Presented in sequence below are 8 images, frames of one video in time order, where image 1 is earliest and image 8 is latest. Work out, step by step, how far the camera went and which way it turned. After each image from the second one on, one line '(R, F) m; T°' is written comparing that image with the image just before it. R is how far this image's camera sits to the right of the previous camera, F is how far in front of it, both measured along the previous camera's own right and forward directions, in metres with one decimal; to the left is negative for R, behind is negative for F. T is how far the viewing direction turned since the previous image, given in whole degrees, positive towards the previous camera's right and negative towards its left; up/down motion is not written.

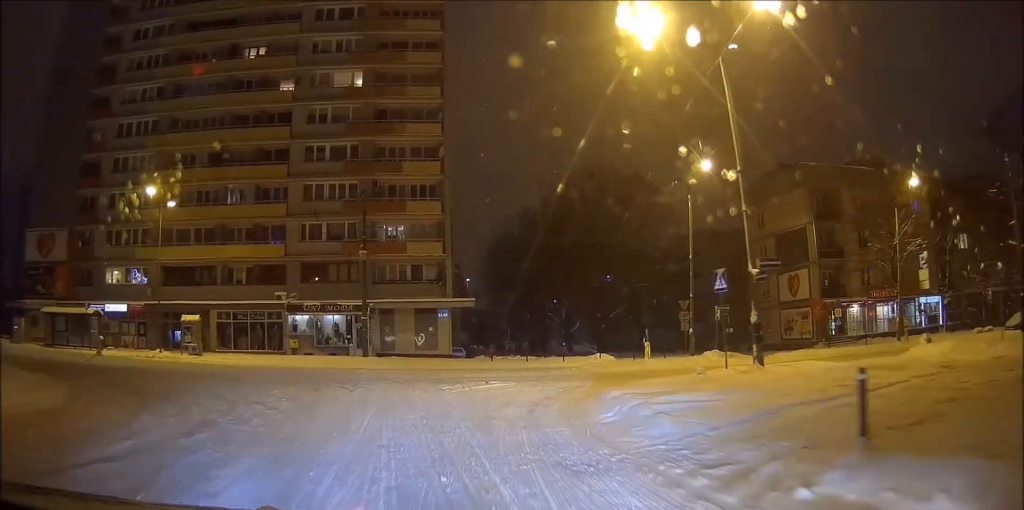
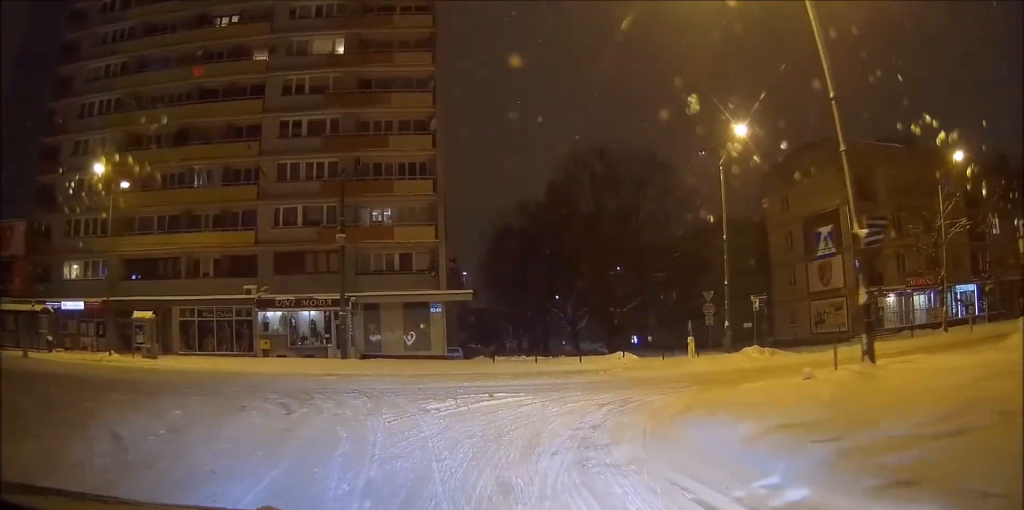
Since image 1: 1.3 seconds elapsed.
(-0.4, +6.0) m; -2°
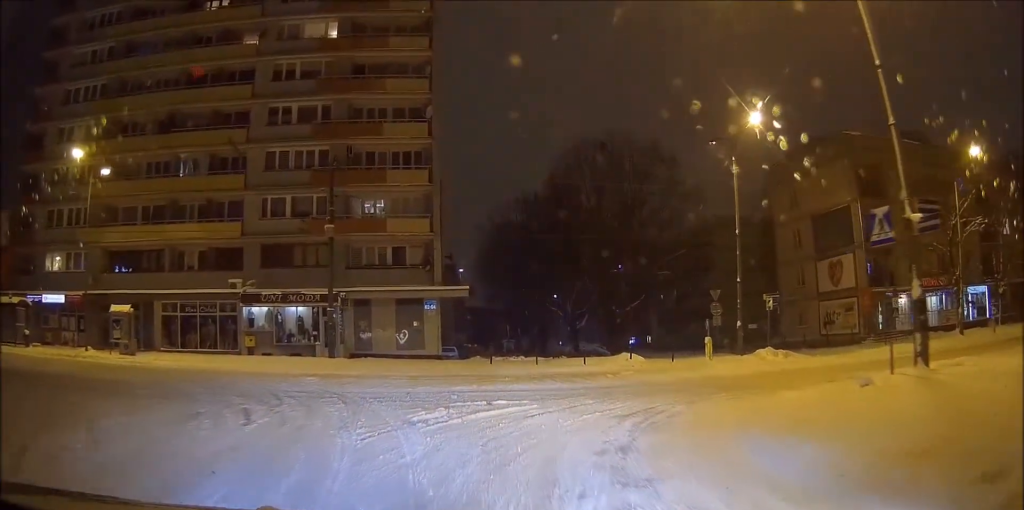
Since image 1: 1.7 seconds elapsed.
(-0.4, +2.1) m; +4°
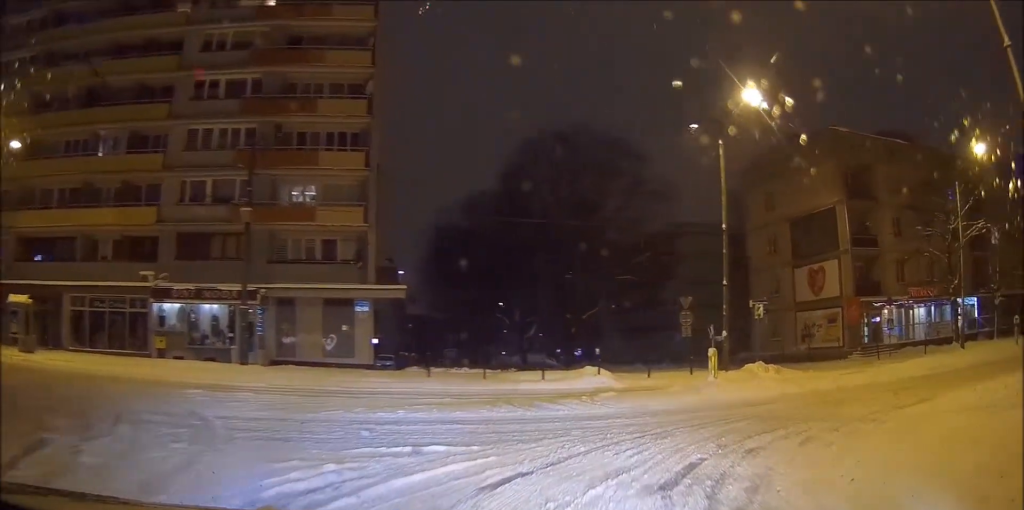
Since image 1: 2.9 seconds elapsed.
(+1.2, +4.3) m; +13°
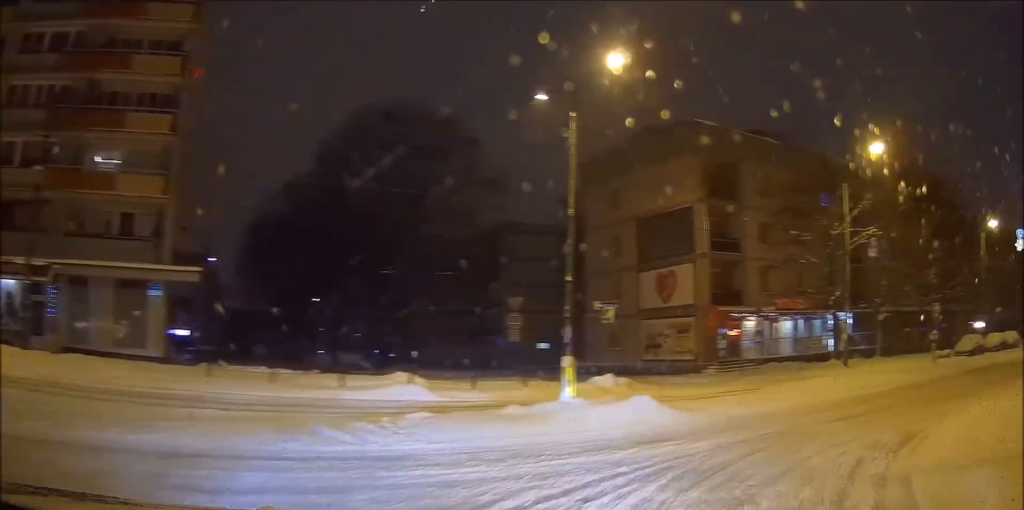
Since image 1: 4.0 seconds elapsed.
(-0.3, +4.5) m; +5°
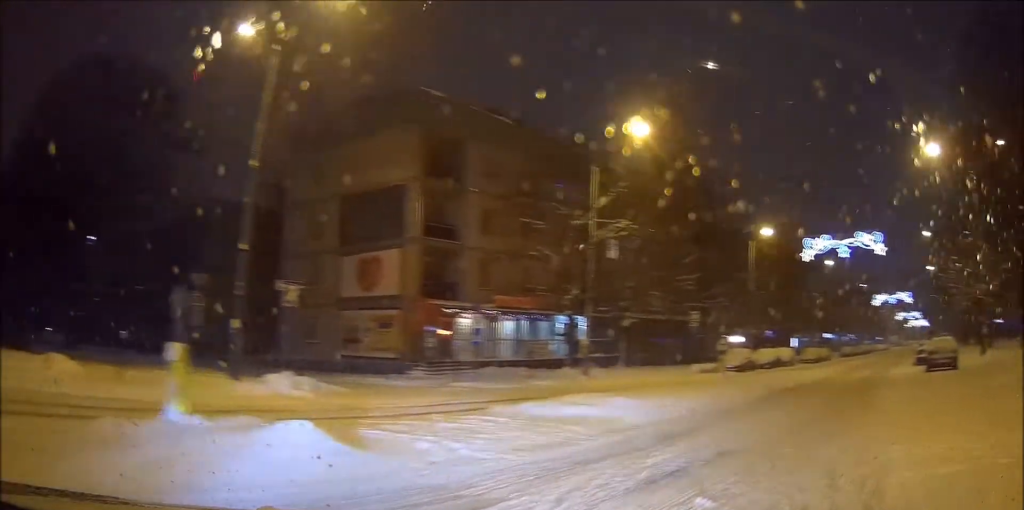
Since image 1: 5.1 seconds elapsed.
(+0.9, +4.7) m; +22°
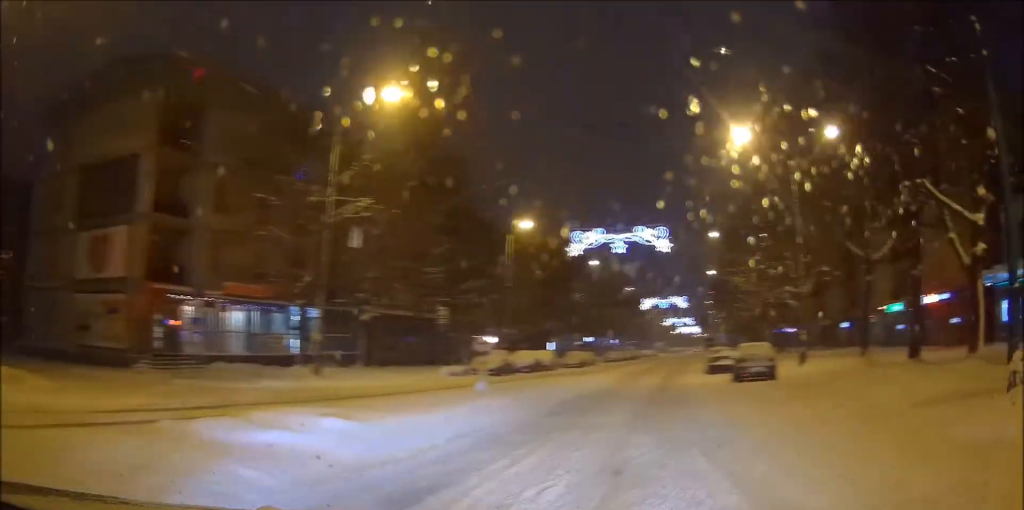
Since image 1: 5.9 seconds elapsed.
(+0.5, +4.0) m; +18°
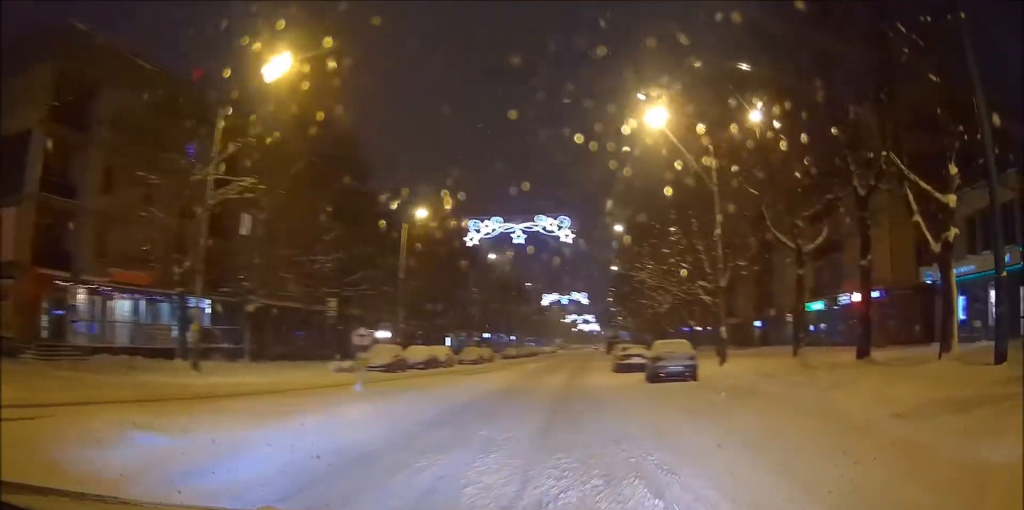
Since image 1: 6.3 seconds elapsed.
(+0.4, +2.4) m; +7°
